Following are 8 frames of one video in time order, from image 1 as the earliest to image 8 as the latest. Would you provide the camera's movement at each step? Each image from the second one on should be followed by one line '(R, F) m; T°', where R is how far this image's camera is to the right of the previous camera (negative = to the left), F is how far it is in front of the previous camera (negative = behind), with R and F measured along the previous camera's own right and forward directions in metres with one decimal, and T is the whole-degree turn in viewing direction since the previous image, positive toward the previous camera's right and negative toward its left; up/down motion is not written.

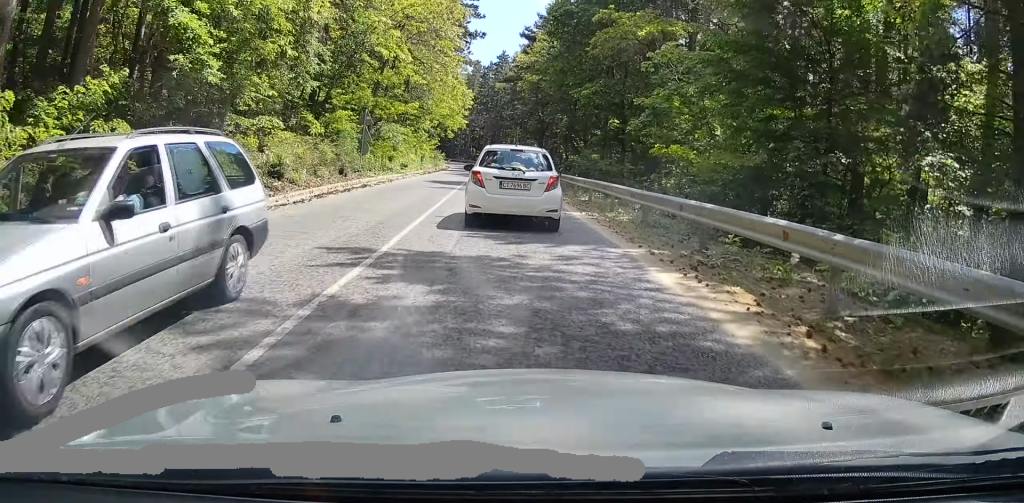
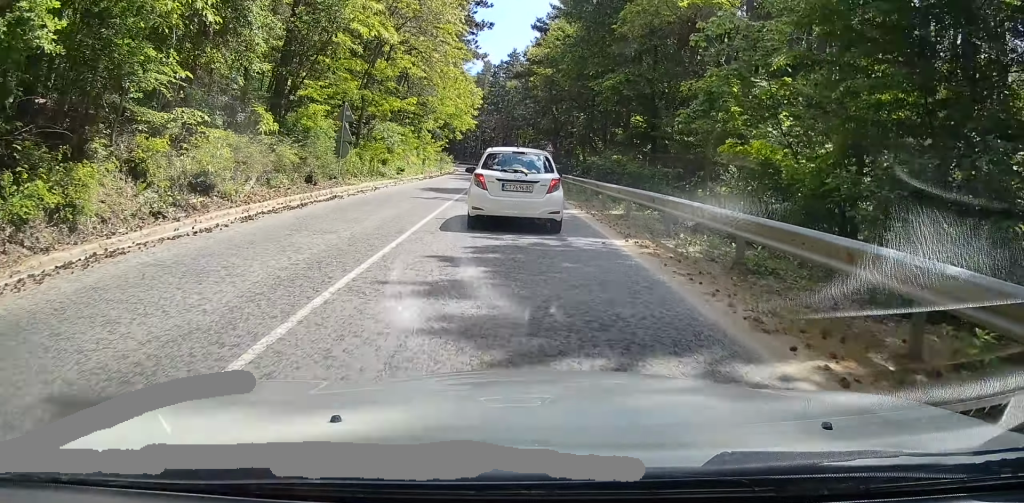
(+0.7, +5.0) m; +3°
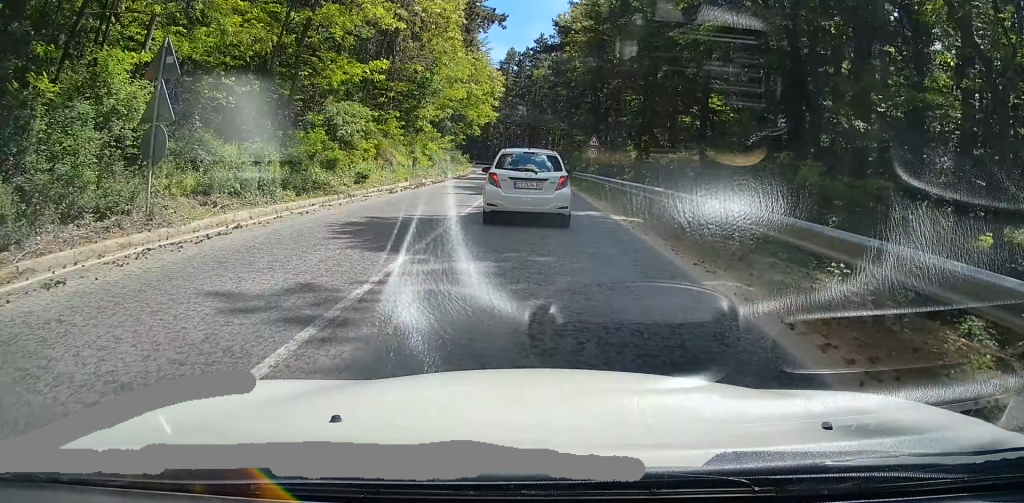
(+0.4, +13.9) m; -4°
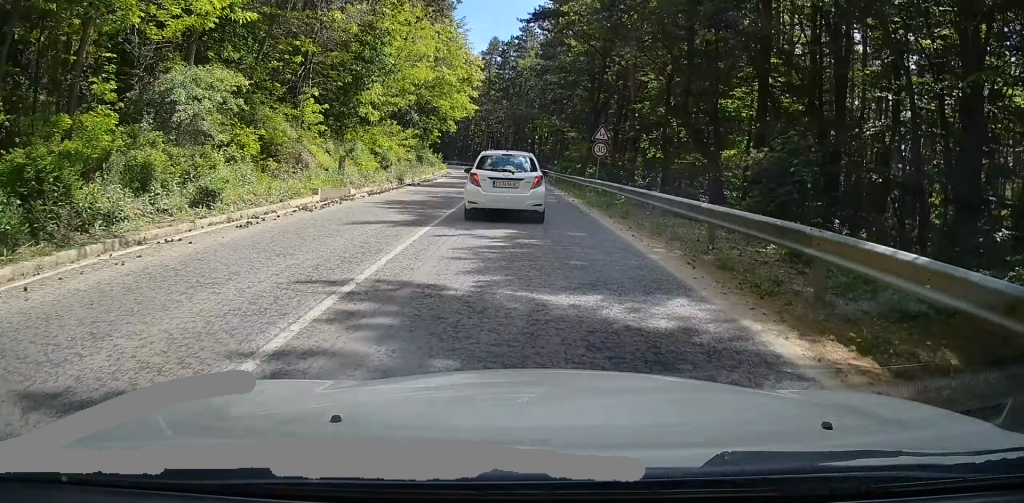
(-0.8, +10.3) m; -3°
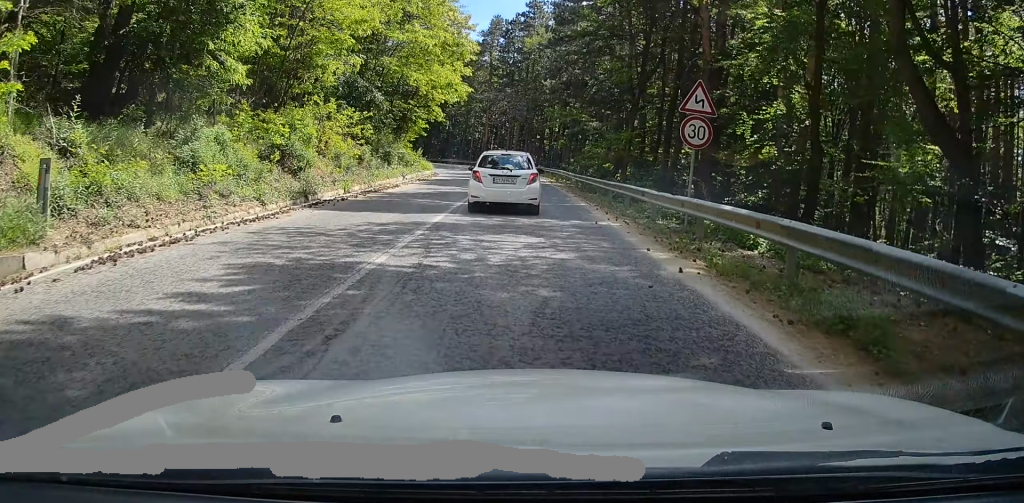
(+0.3, +14.3) m; 0°
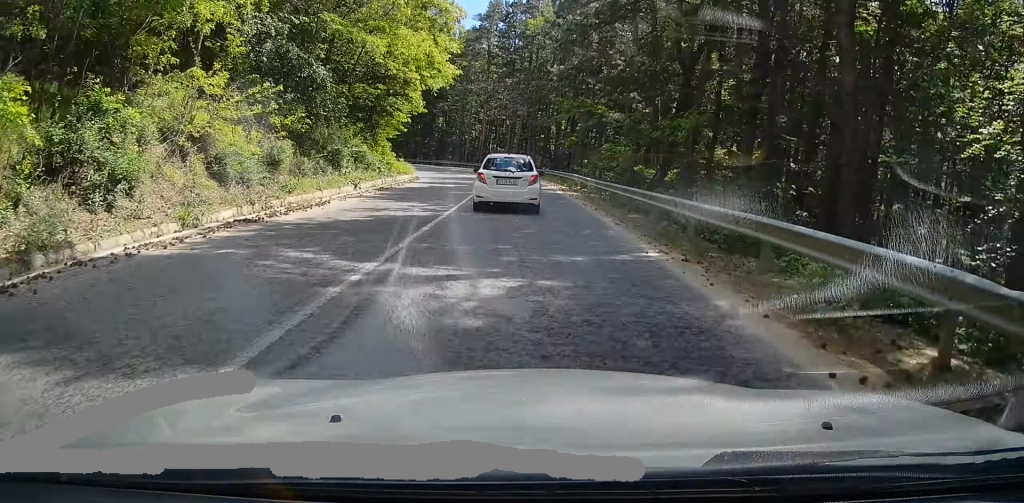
(-0.2, +10.3) m; -1°
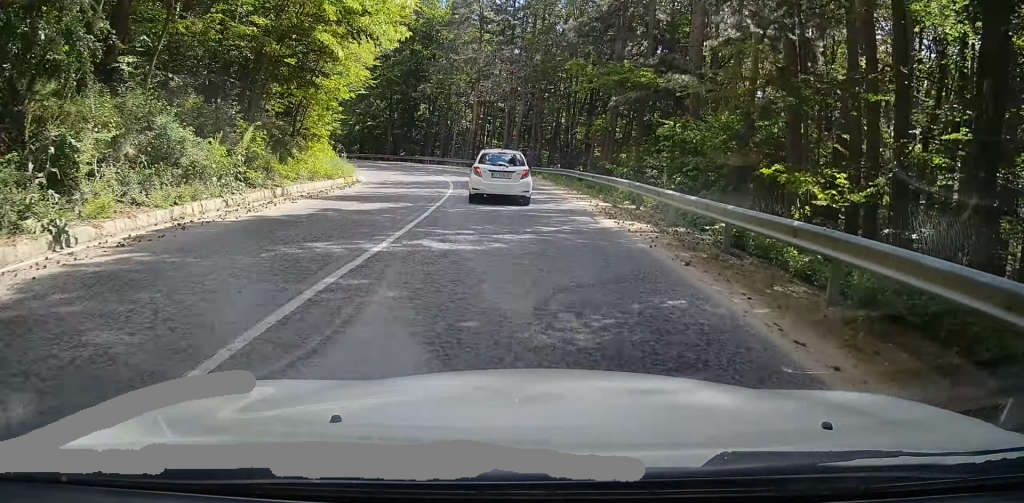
(0.0, +16.5) m; -3°
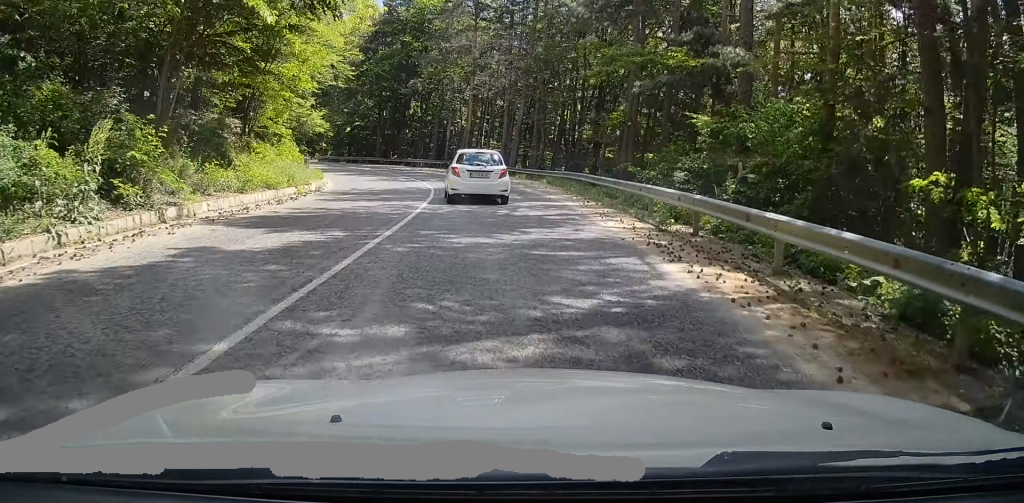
(+0.1, +5.9) m; -3°
